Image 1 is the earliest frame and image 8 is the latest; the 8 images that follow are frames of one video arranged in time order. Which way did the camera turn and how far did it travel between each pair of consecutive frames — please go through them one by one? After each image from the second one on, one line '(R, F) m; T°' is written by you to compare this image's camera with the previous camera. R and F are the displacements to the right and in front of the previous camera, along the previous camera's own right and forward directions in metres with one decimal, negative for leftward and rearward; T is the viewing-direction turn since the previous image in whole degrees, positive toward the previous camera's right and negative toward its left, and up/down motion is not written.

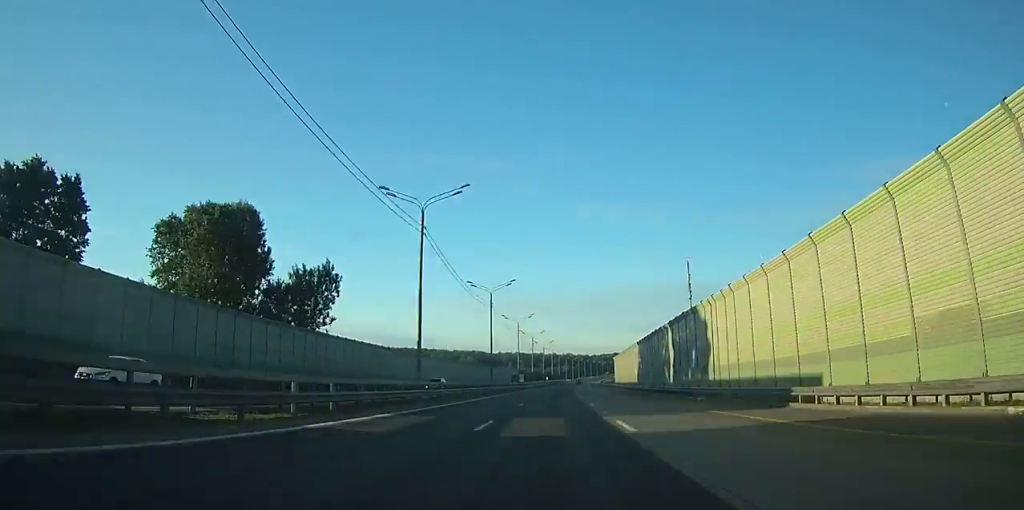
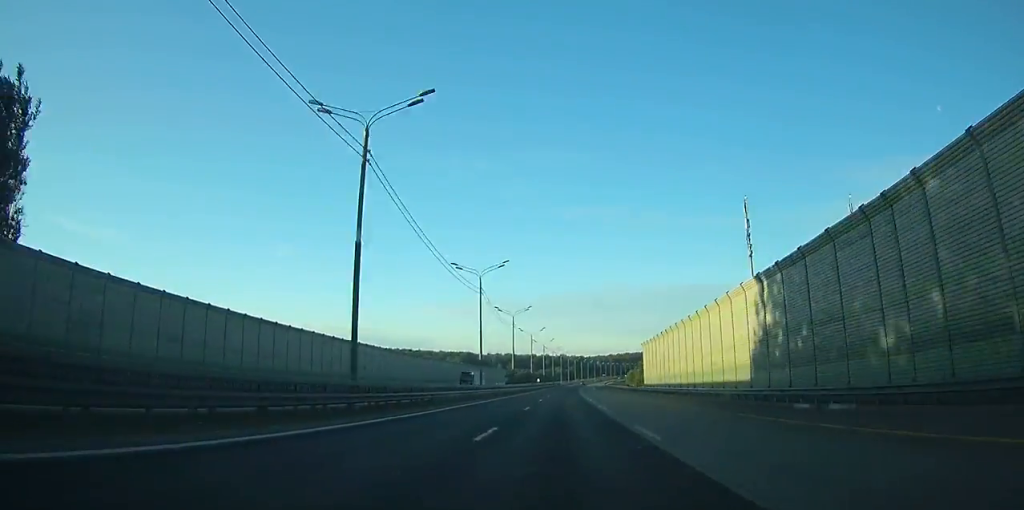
(+0.4, +47.4) m; +1°
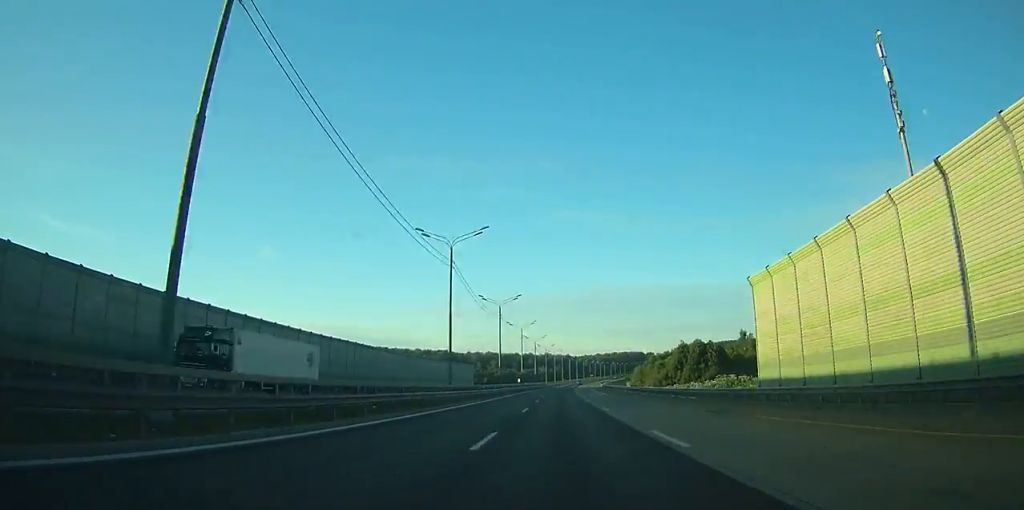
(+0.2, +47.3) m; +1°
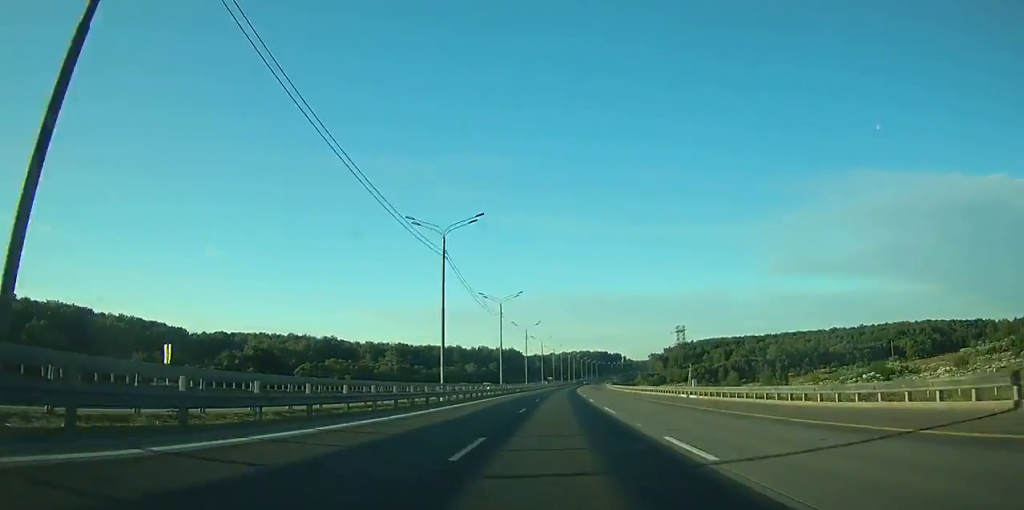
(+9.4, +214.1) m; +5°
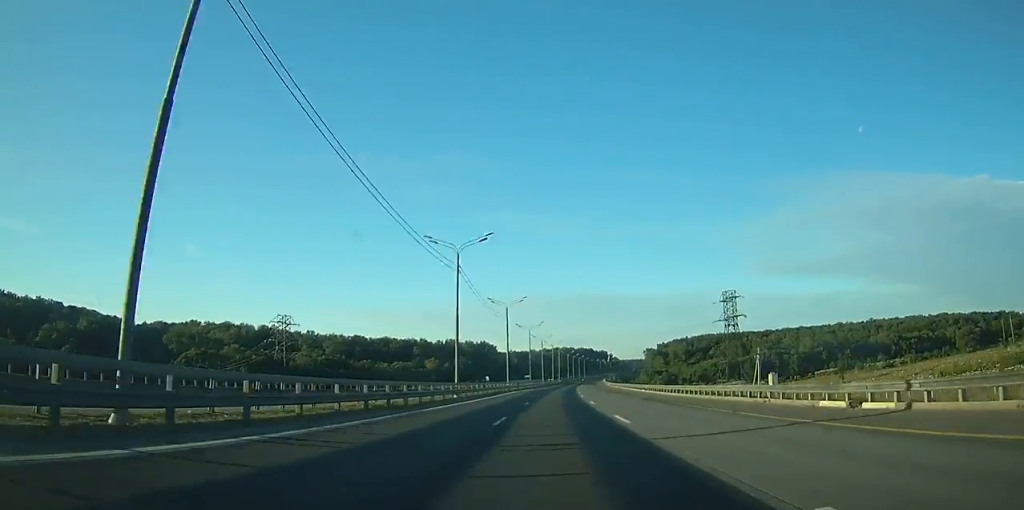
(+1.1, +71.3) m; +2°
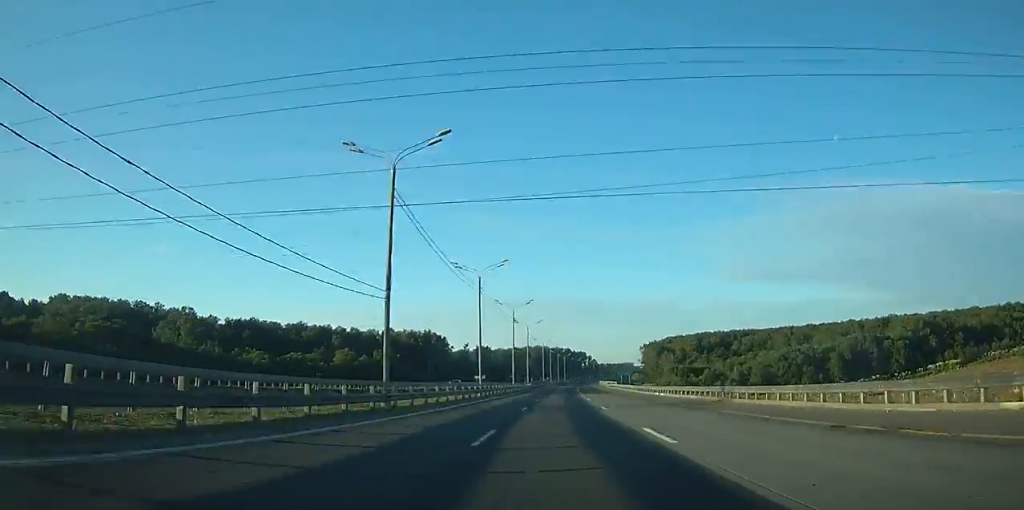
(+2.2, +100.4) m; +2°
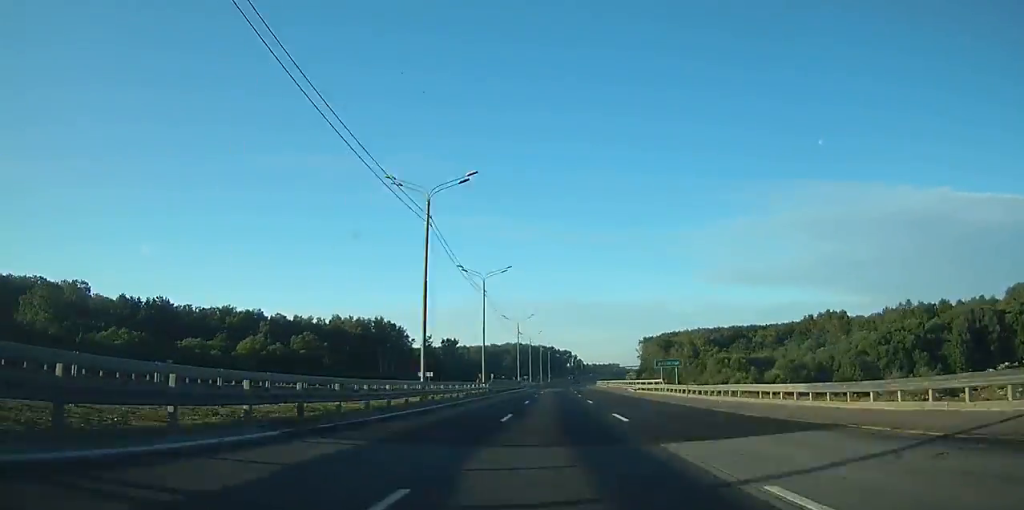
(+0.2, +53.2) m; +1°
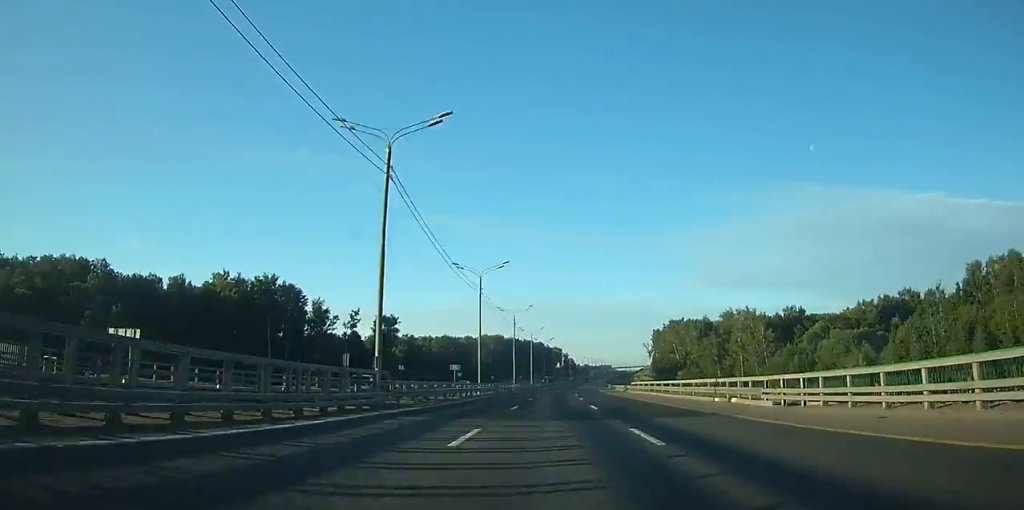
(+1.6, +84.4) m; +2°
